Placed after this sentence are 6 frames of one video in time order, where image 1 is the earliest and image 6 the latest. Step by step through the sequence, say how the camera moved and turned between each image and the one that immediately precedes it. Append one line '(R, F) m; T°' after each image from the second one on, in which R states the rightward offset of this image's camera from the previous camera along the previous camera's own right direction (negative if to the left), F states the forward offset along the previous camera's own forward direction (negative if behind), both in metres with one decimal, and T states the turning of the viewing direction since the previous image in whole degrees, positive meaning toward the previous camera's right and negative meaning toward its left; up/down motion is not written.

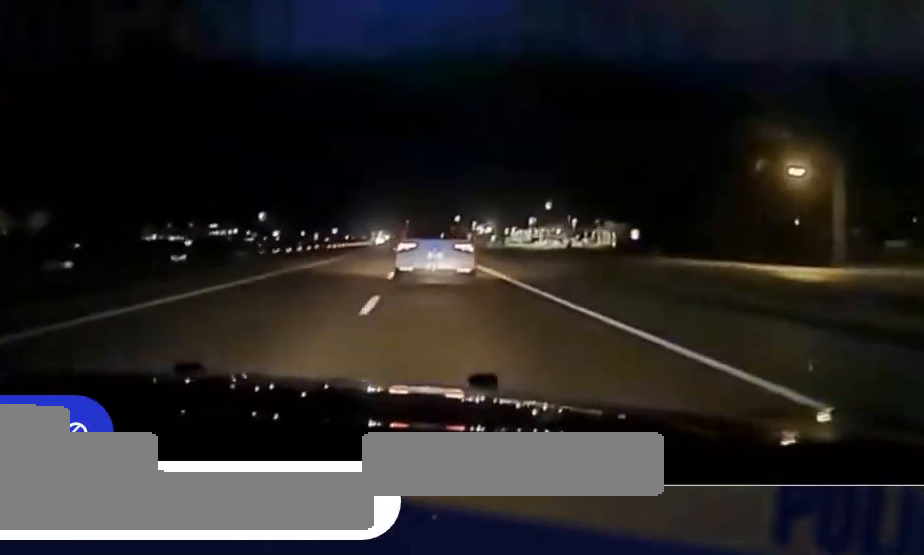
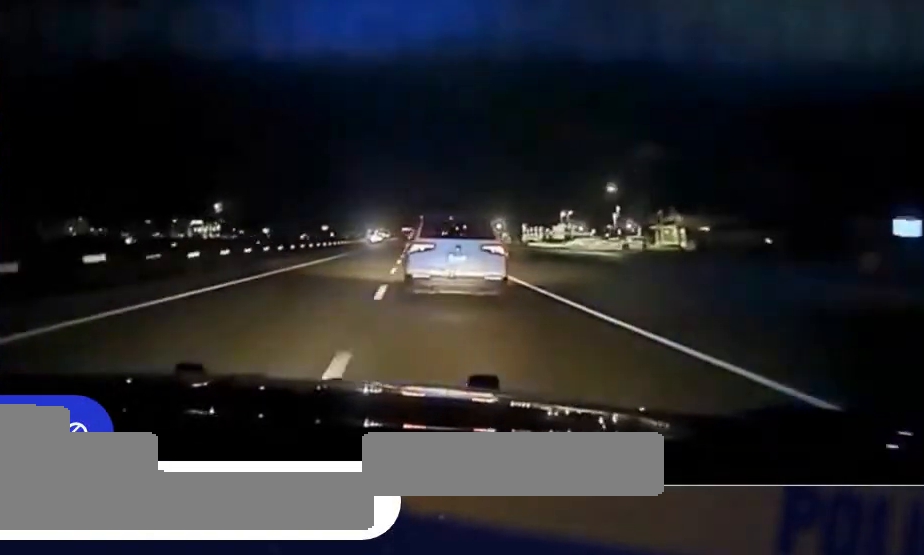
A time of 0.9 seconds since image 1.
(-0.2, +50.4) m; 0°
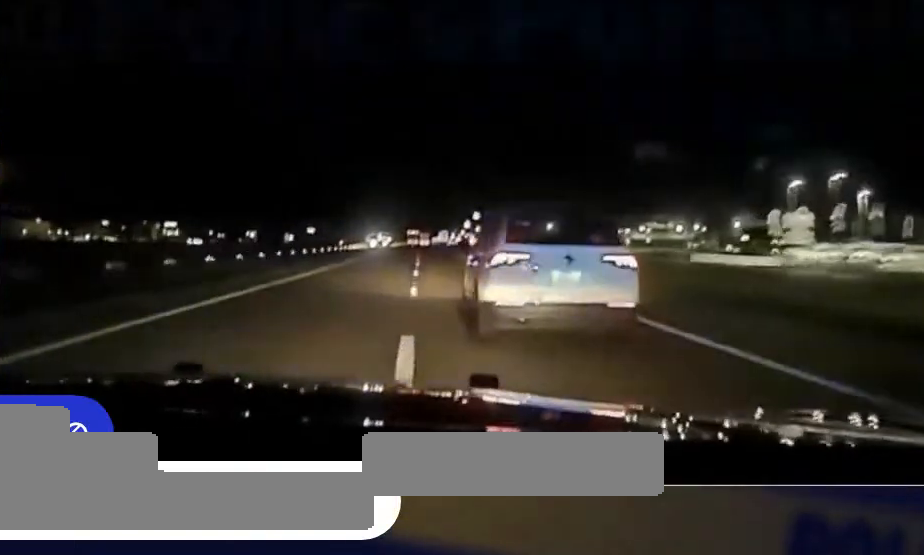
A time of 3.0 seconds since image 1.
(-0.3, +103.6) m; 0°
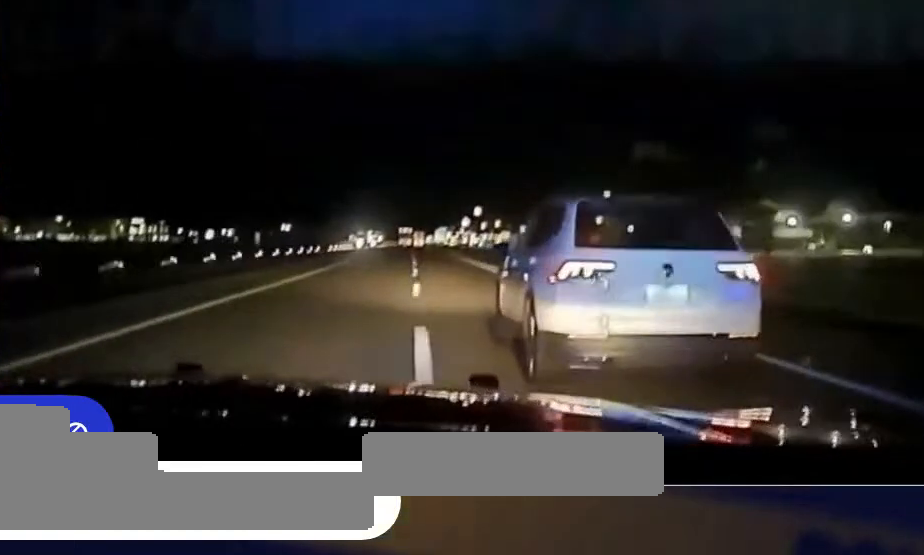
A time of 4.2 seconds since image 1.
(0.0, +70.0) m; 0°
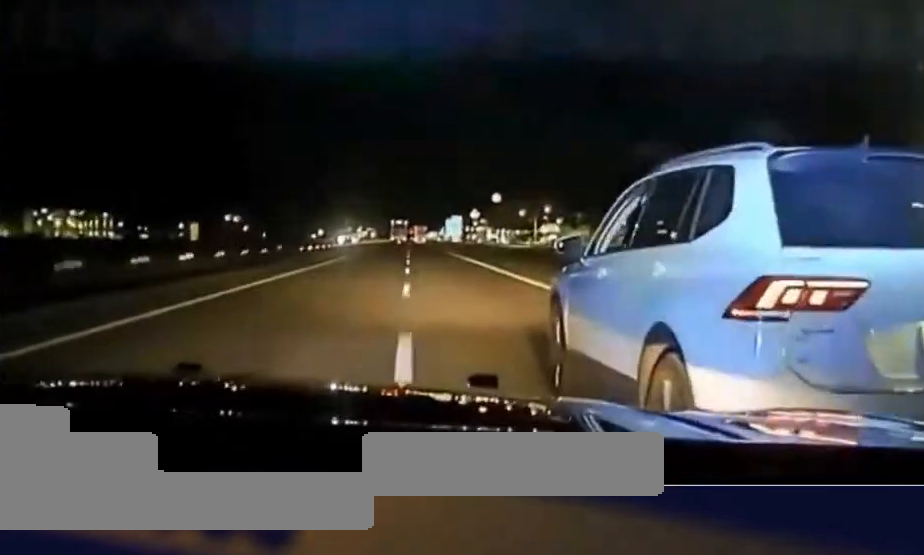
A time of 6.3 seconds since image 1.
(+0.6, +121.4) m; +1°
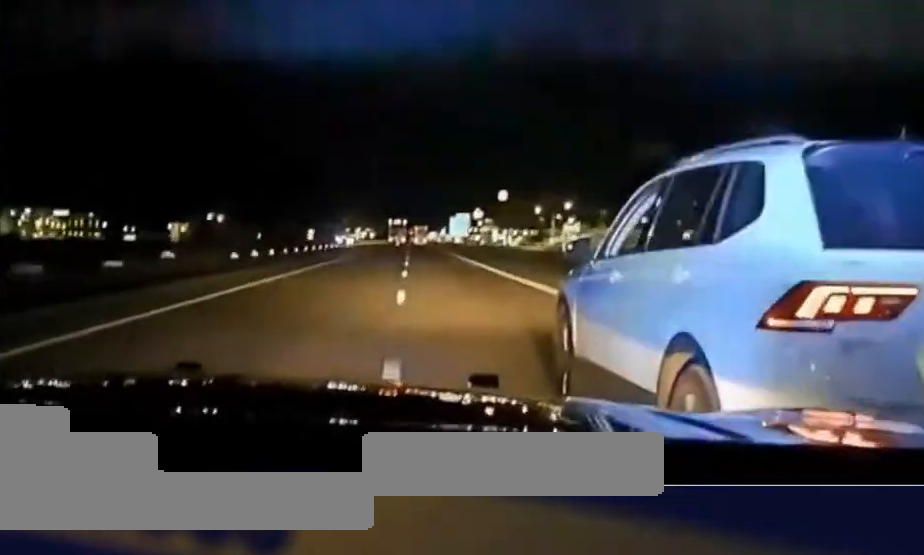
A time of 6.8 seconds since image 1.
(+0.1, +29.8) m; 0°
